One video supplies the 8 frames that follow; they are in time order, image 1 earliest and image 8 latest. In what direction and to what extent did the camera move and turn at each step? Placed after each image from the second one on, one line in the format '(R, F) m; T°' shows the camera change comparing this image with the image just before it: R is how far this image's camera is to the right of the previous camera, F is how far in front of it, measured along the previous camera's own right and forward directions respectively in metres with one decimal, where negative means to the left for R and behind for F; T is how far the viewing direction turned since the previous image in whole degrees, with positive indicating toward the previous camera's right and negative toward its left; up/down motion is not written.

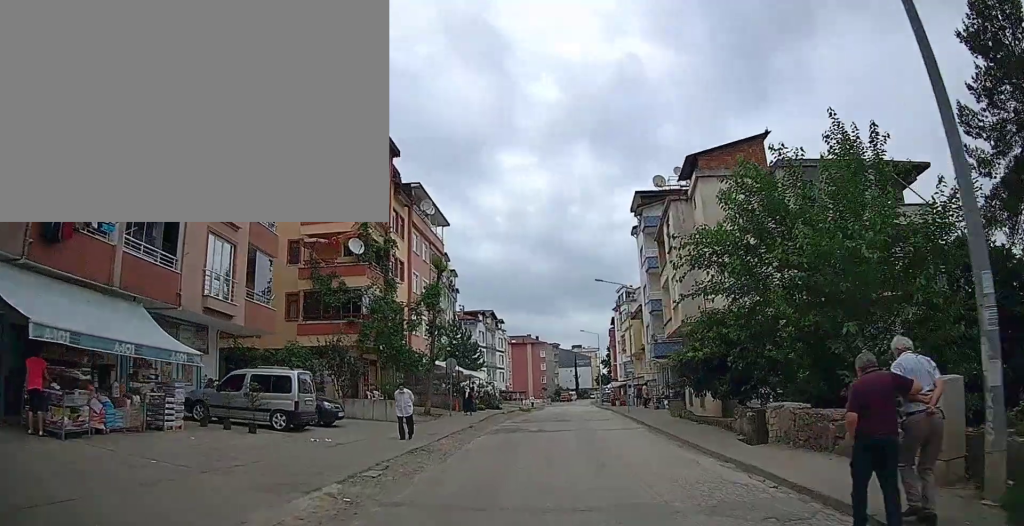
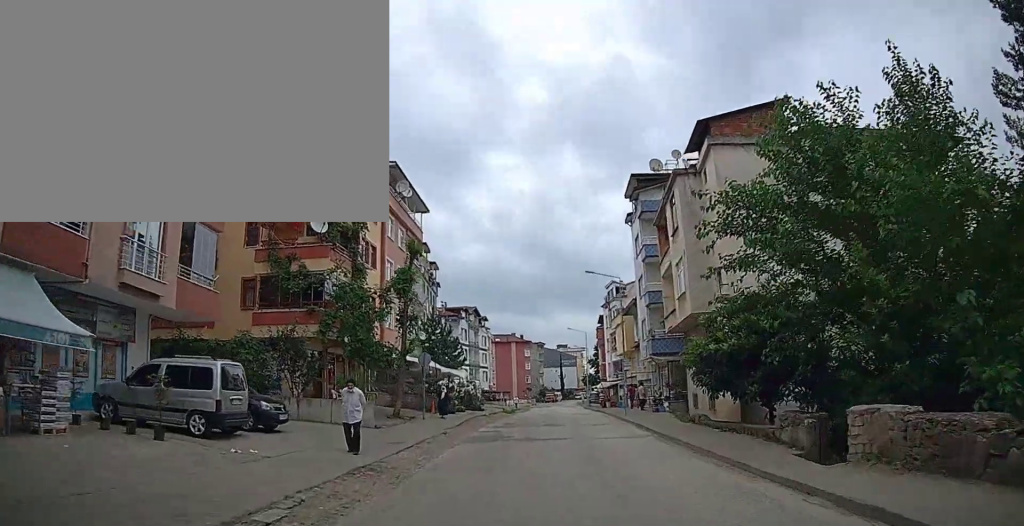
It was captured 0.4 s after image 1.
(0.0, +3.7) m; +2°
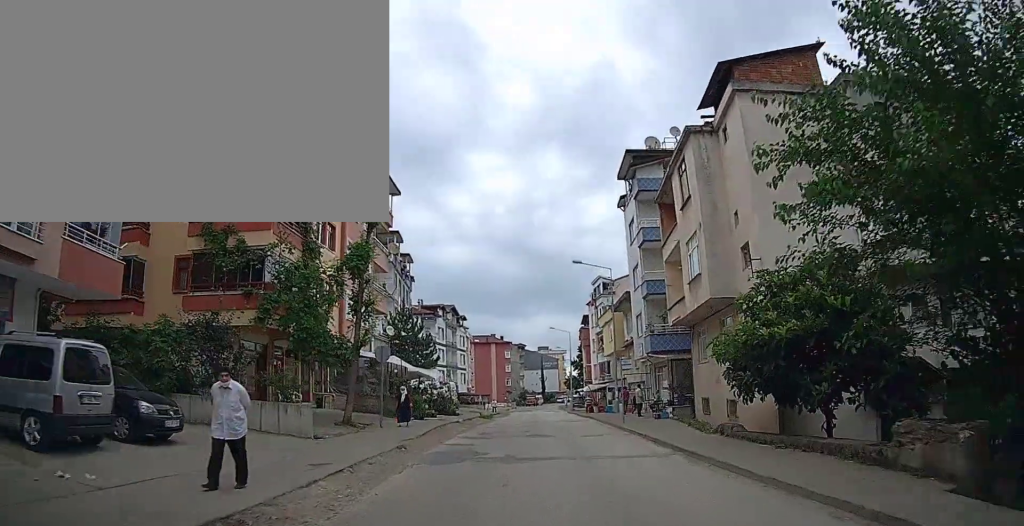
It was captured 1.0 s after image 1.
(+0.2, +4.5) m; +2°
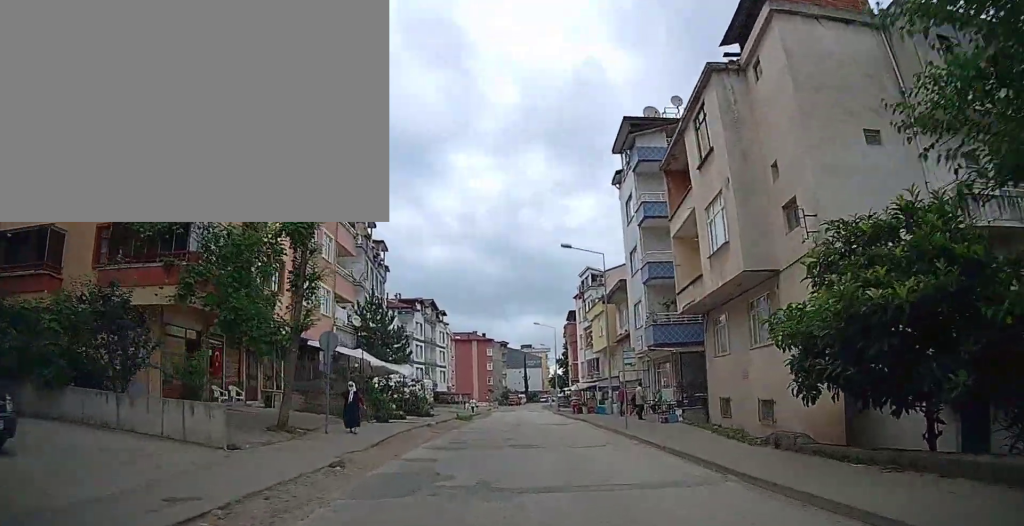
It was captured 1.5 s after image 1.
(+0.1, +4.2) m; +2°
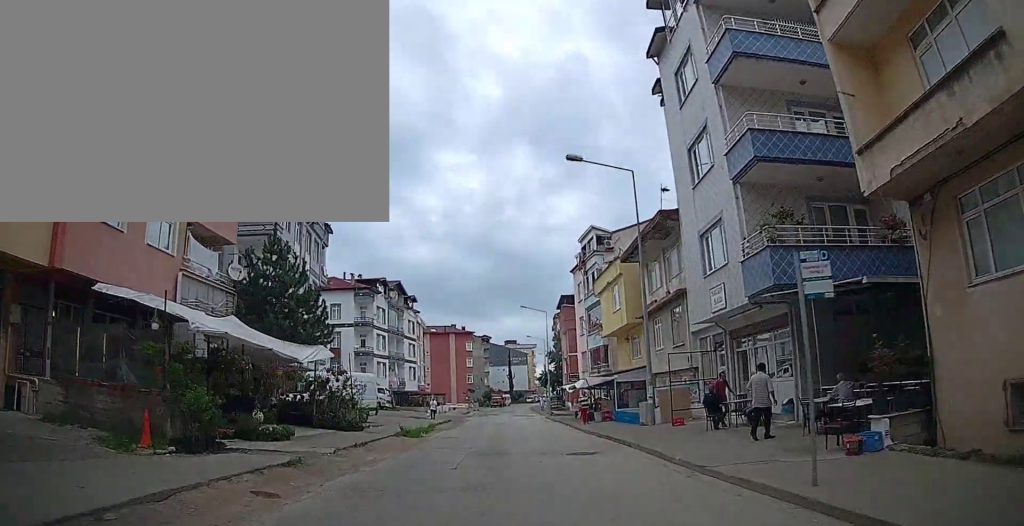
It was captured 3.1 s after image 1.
(+0.7, +13.7) m; +5°
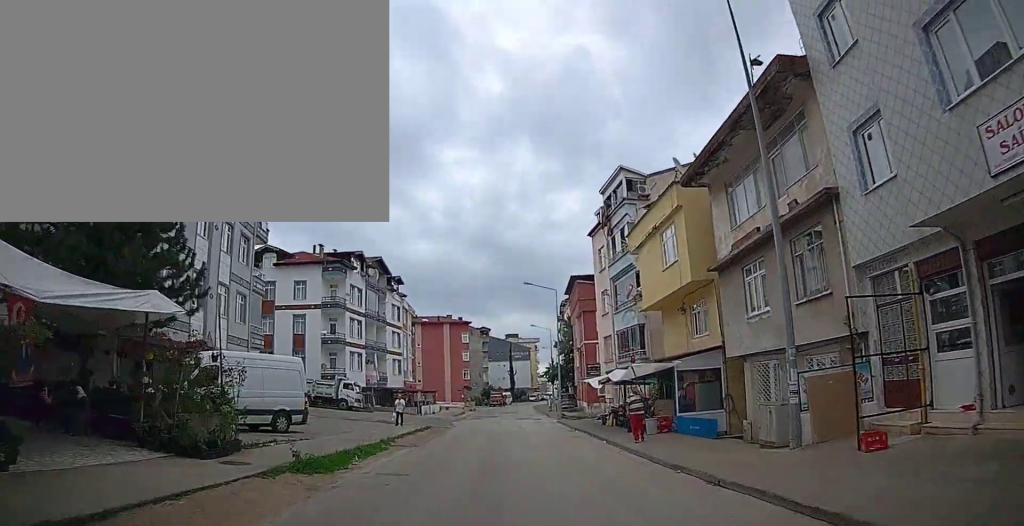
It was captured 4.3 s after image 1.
(0.0, +11.3) m; -1°
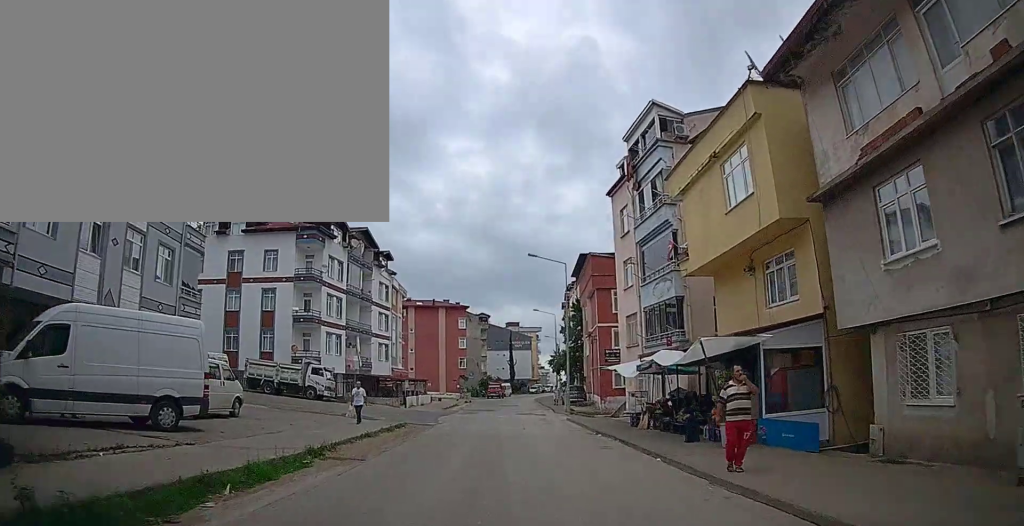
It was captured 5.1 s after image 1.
(0.0, +7.1) m; -1°
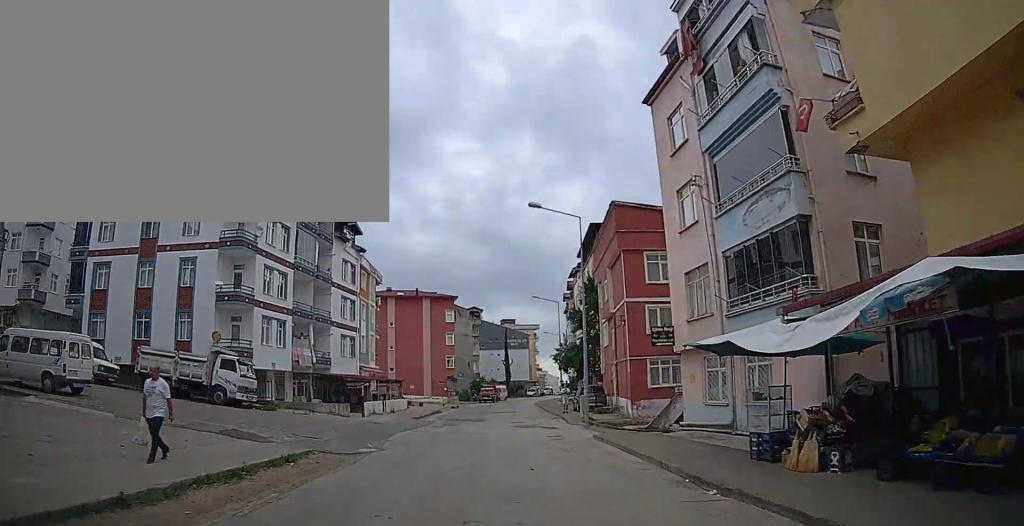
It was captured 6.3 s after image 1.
(-0.2, +11.6) m; 0°
